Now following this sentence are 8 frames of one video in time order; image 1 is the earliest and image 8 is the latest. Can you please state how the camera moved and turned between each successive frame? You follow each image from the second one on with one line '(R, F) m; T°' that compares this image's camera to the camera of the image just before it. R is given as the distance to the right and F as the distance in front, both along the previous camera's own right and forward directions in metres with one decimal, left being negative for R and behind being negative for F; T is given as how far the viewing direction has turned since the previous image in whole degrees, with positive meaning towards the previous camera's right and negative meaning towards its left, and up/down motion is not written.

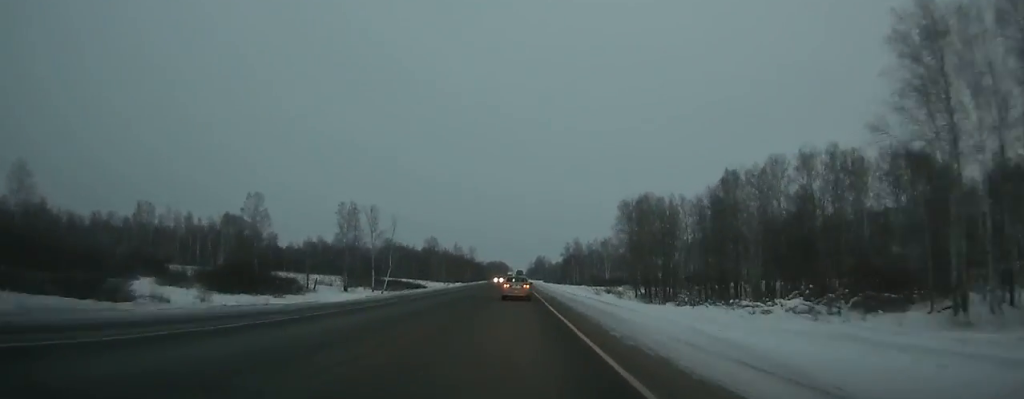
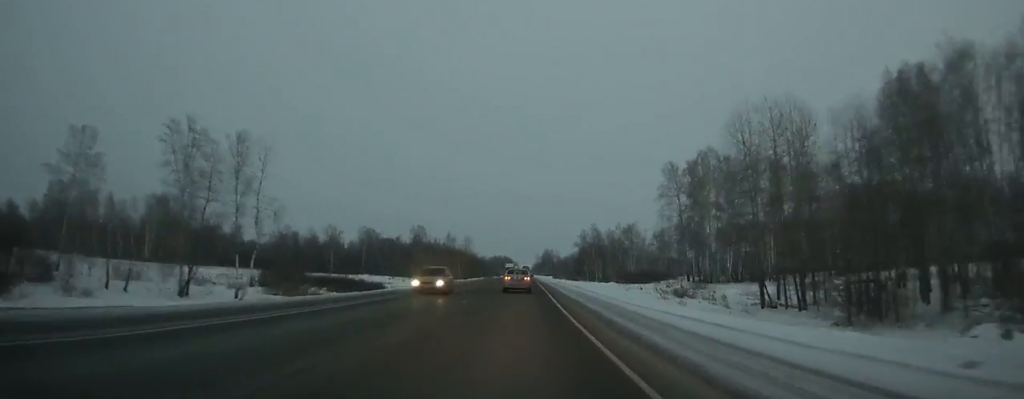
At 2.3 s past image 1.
(-0.1, +54.6) m; 0°
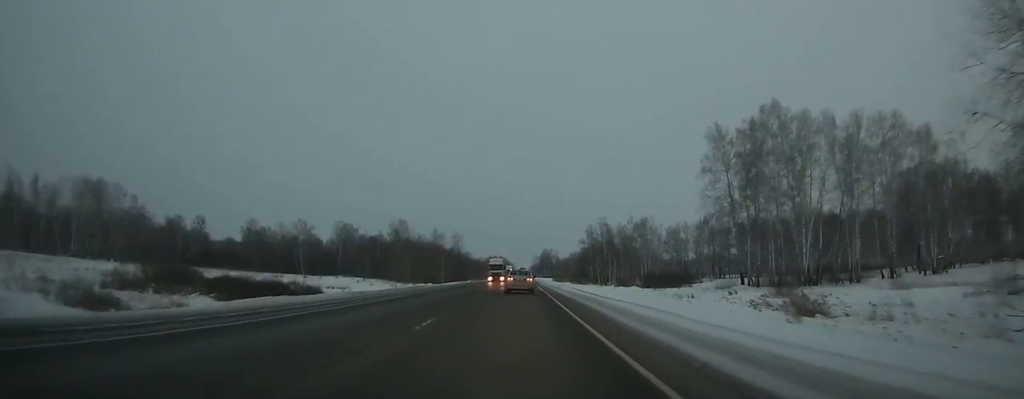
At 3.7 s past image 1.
(0.0, +33.2) m; 0°
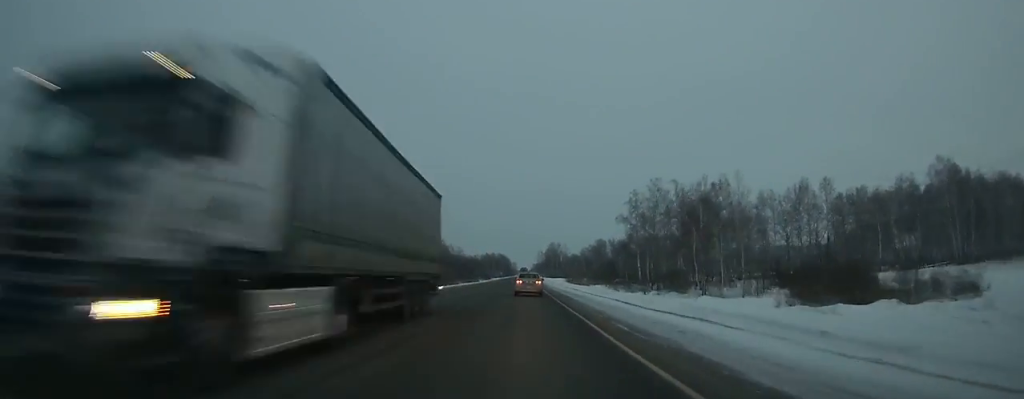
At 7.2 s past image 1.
(+0.2, +83.3) m; 0°
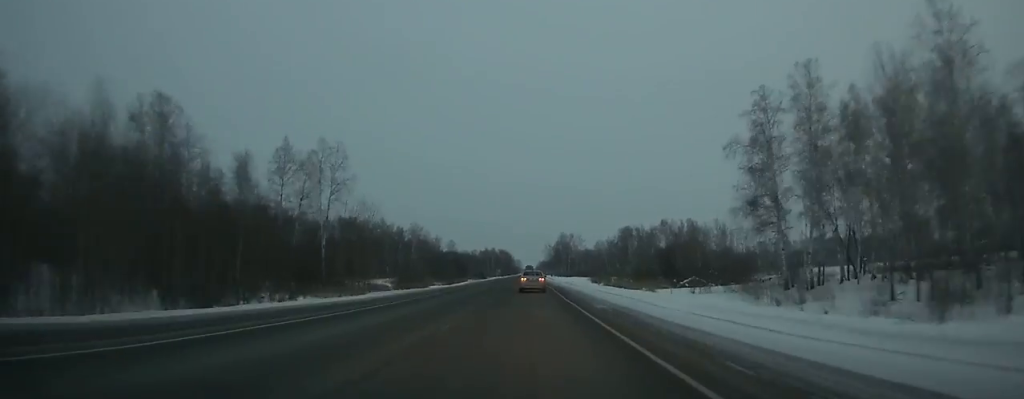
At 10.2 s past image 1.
(-0.1, +71.7) m; 0°
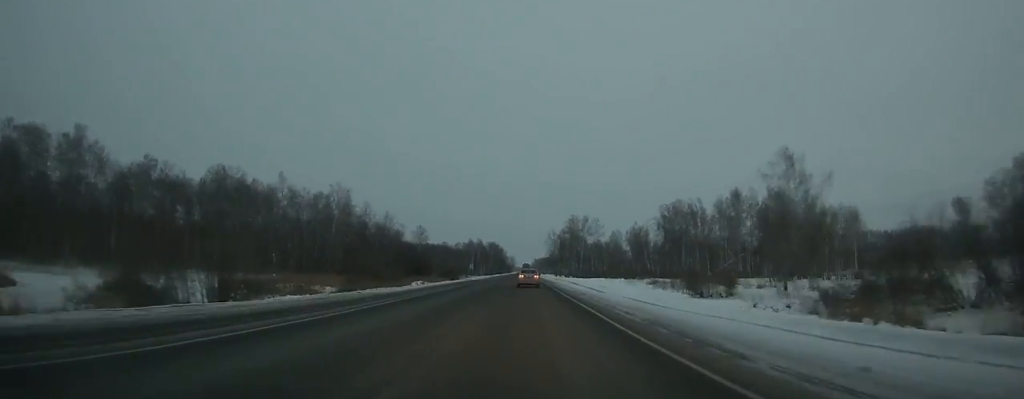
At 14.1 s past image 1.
(+0.3, +94.0) m; 0°
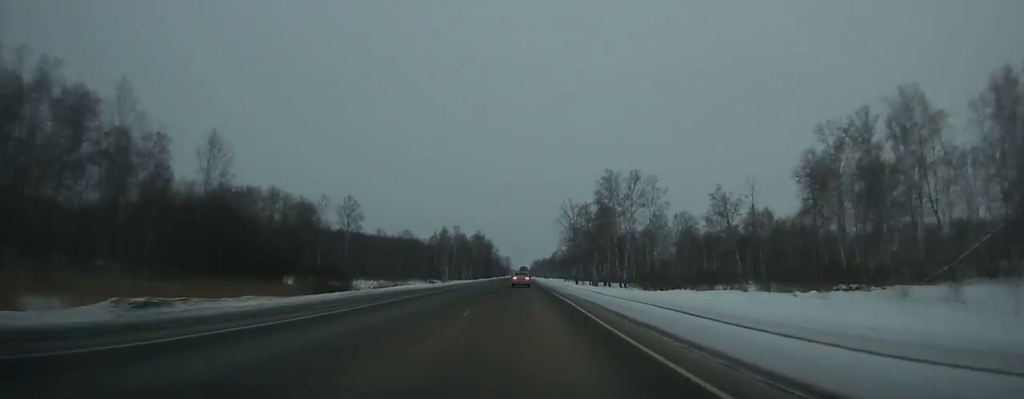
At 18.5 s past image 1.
(+0.1, +107.0) m; 0°
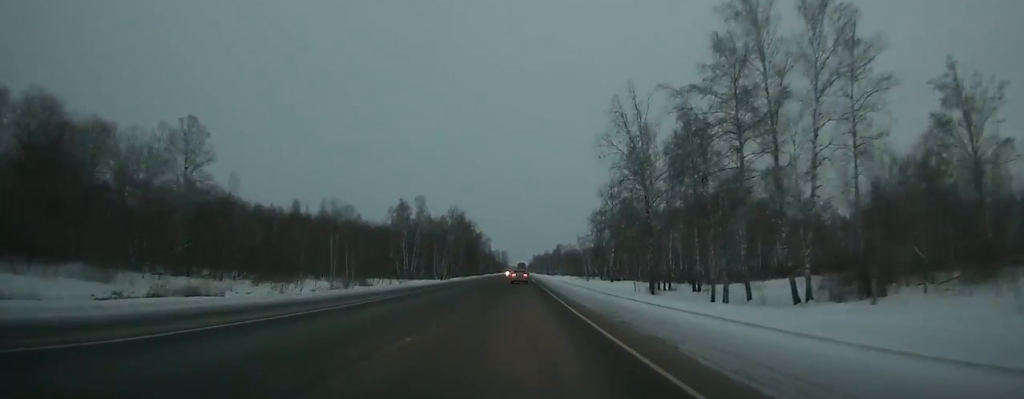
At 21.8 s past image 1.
(-0.2, +81.1) m; 0°
